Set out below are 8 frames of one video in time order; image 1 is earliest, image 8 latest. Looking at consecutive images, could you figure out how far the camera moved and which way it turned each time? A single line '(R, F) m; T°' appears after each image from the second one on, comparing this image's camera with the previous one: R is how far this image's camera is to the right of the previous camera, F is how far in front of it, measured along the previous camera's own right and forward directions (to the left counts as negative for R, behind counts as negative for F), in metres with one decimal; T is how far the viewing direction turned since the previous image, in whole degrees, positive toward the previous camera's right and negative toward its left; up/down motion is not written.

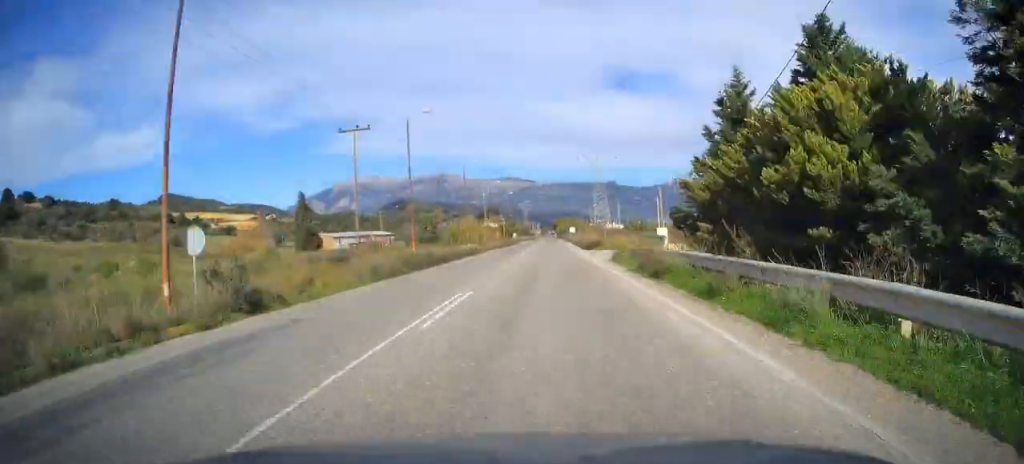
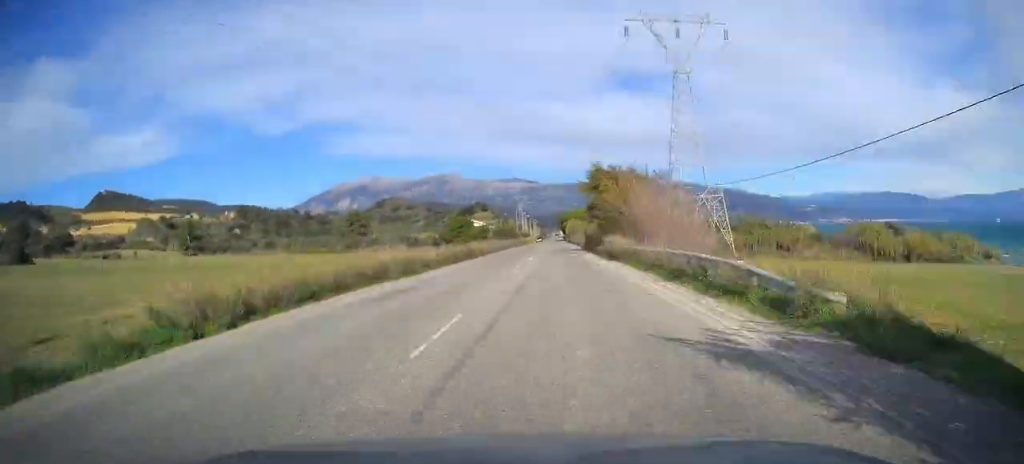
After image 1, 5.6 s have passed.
(+0.2, +139.0) m; 0°
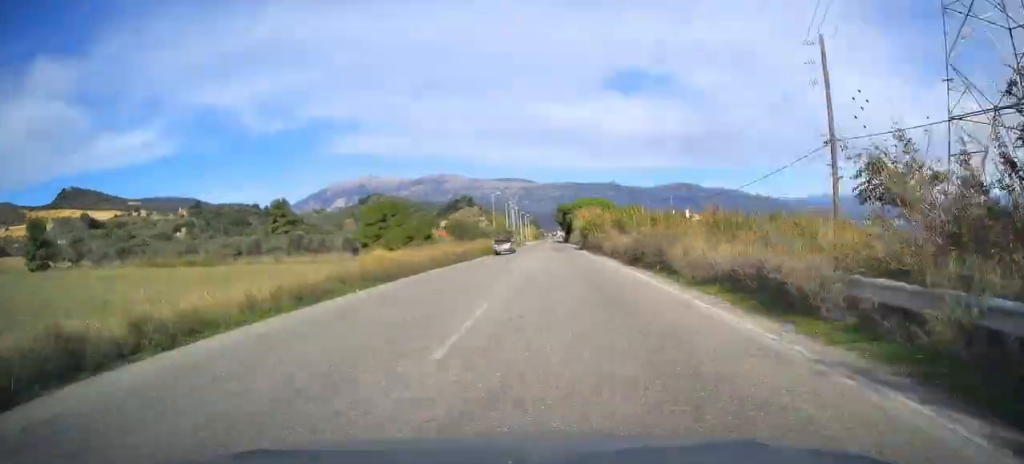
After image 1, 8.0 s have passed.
(0.0, +59.8) m; 0°
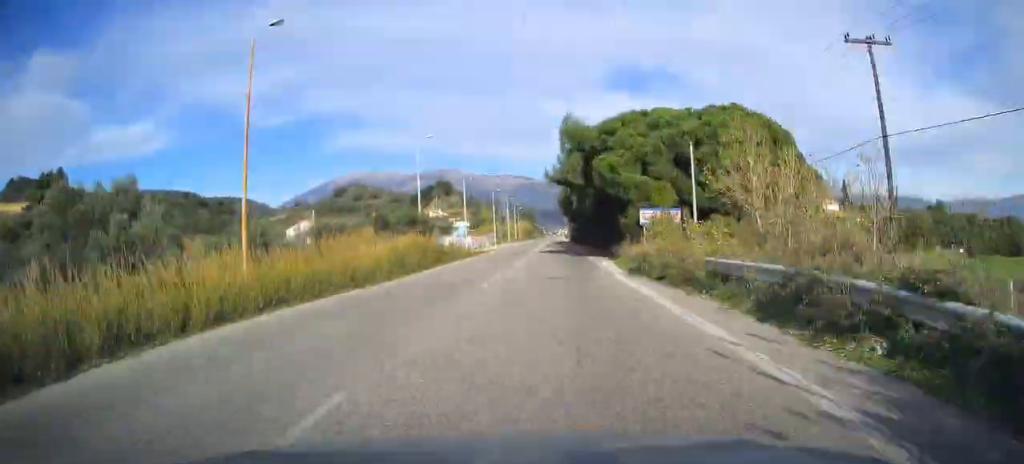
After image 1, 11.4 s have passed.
(+0.2, +84.8) m; 0°
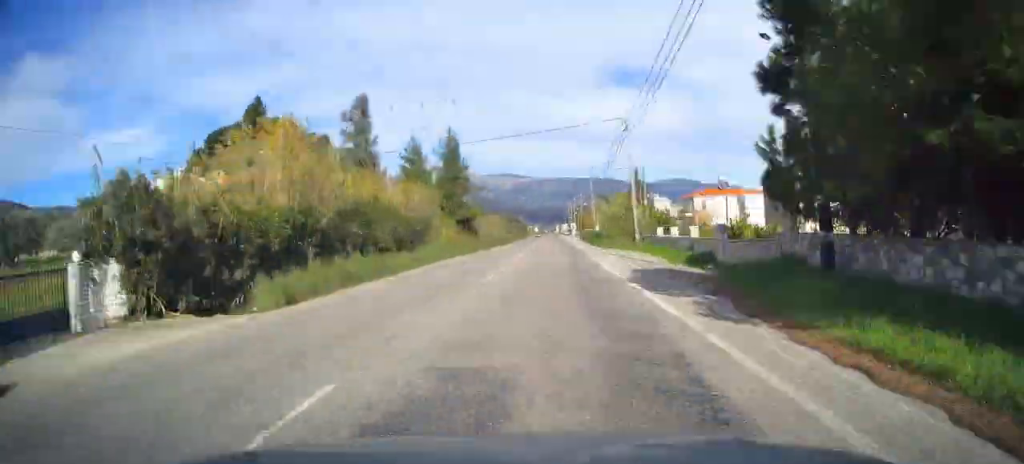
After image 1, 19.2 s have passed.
(+0.6, +194.3) m; 0°
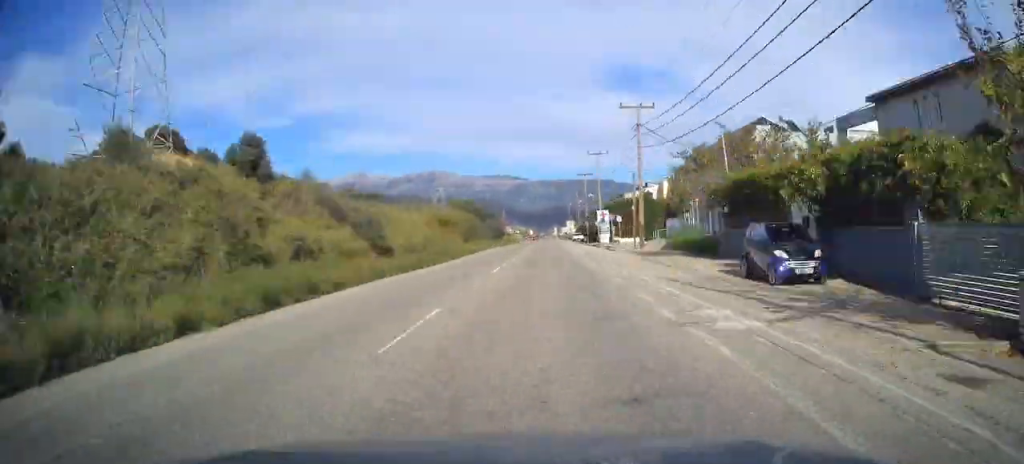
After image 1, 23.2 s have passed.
(-0.1, +99.7) m; 0°
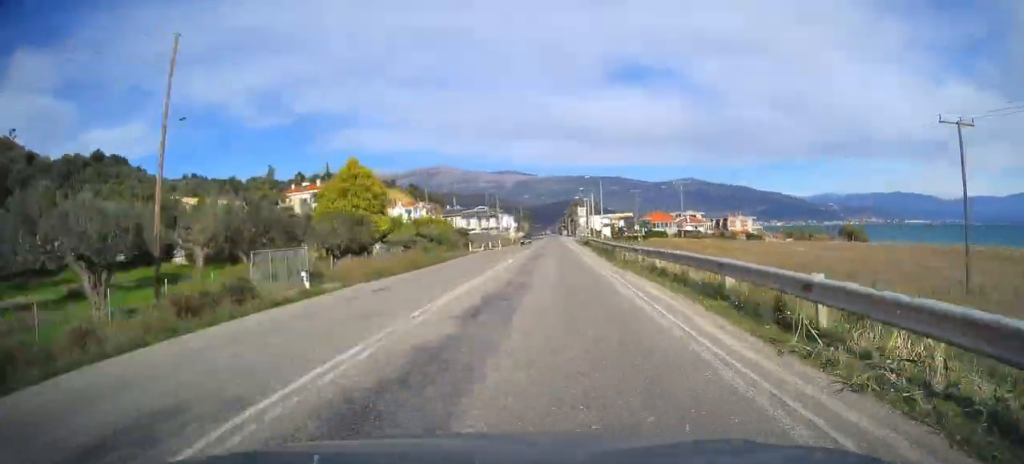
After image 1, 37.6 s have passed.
(-1.2, +357.1) m; 0°
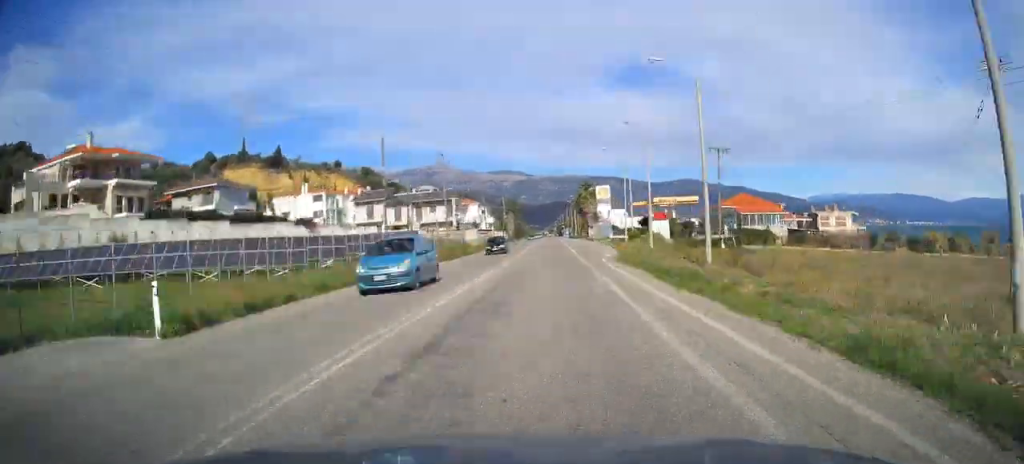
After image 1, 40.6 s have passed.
(+0.1, +73.8) m; 0°
